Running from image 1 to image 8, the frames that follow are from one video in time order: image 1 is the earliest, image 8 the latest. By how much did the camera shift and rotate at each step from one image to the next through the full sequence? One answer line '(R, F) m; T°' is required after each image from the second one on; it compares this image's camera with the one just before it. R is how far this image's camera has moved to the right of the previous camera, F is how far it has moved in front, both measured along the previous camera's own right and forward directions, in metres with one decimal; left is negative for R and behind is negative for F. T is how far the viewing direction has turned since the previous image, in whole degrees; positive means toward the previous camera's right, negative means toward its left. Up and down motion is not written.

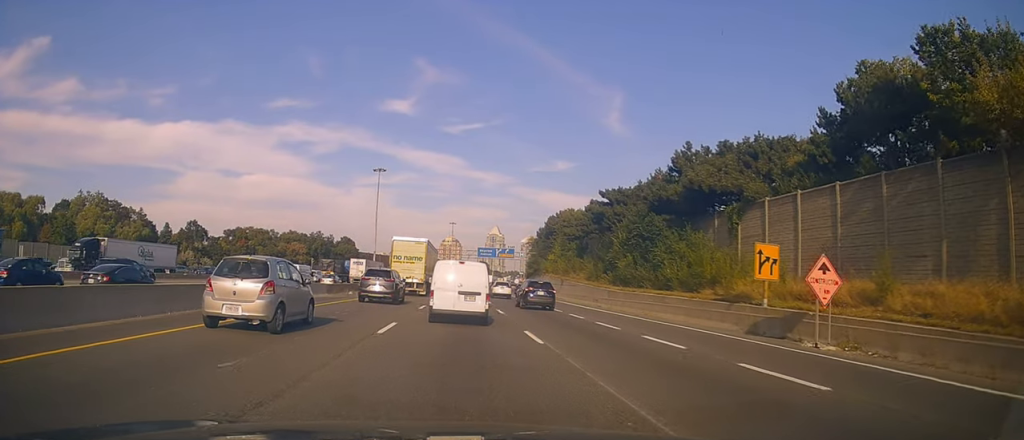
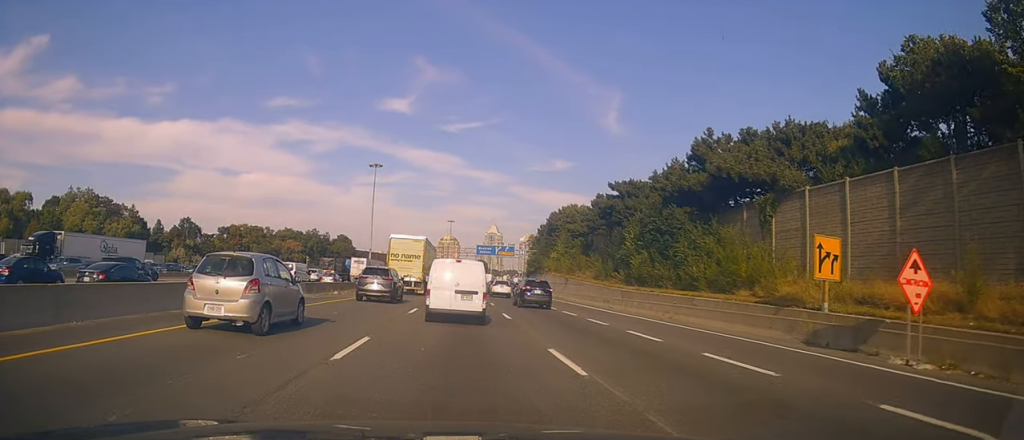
(-0.2, +5.1) m; -2°
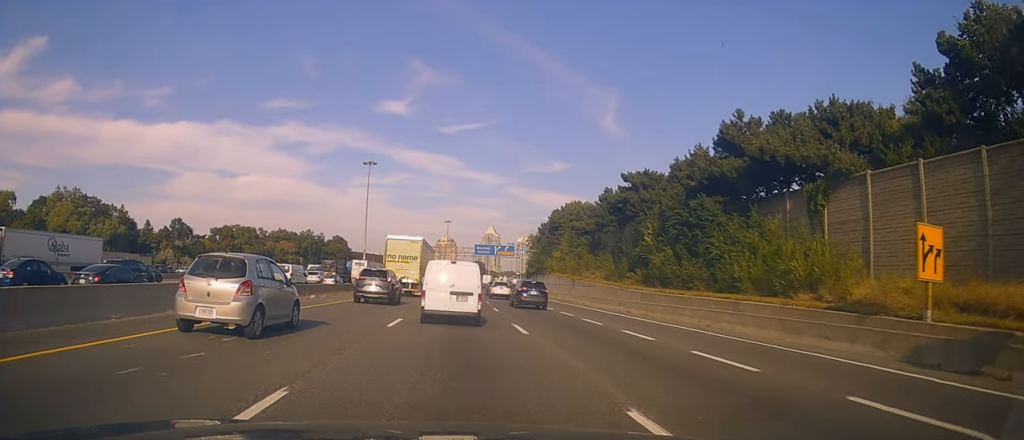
(-0.1, +5.9) m; -1°
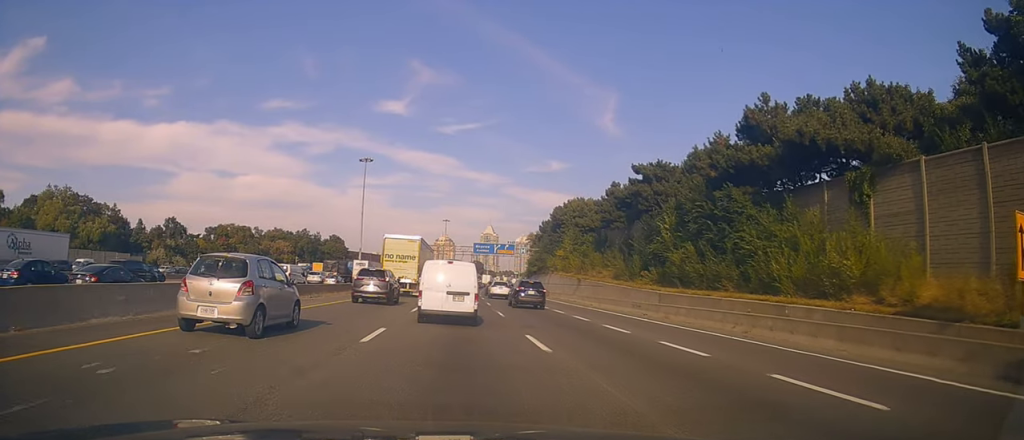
(0.0, +3.9) m; 0°
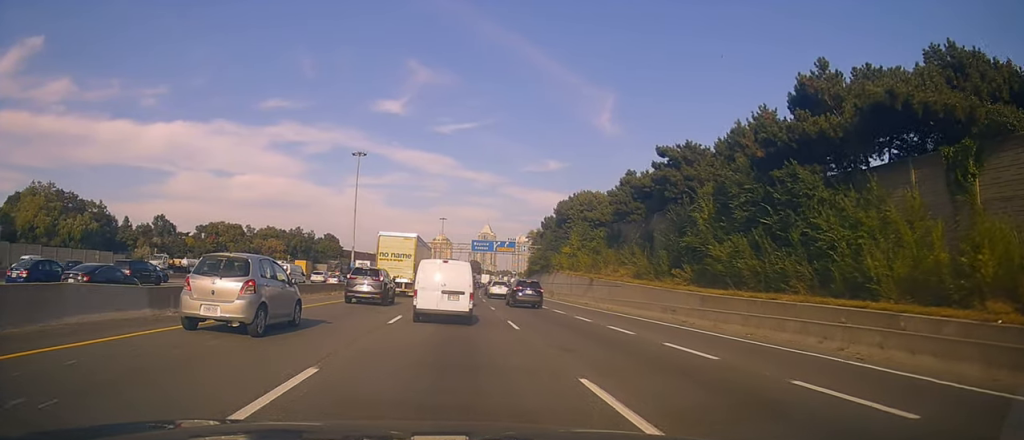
(0.0, +6.5) m; +2°
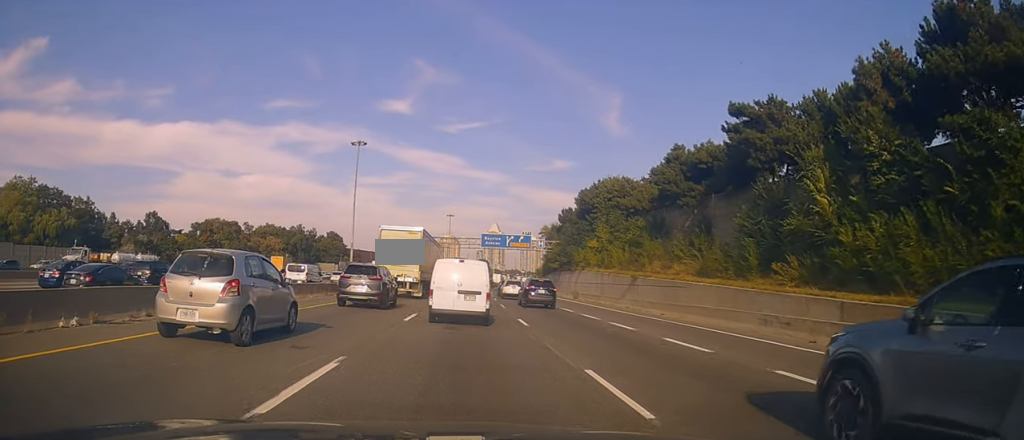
(0.0, +10.7) m; -1°
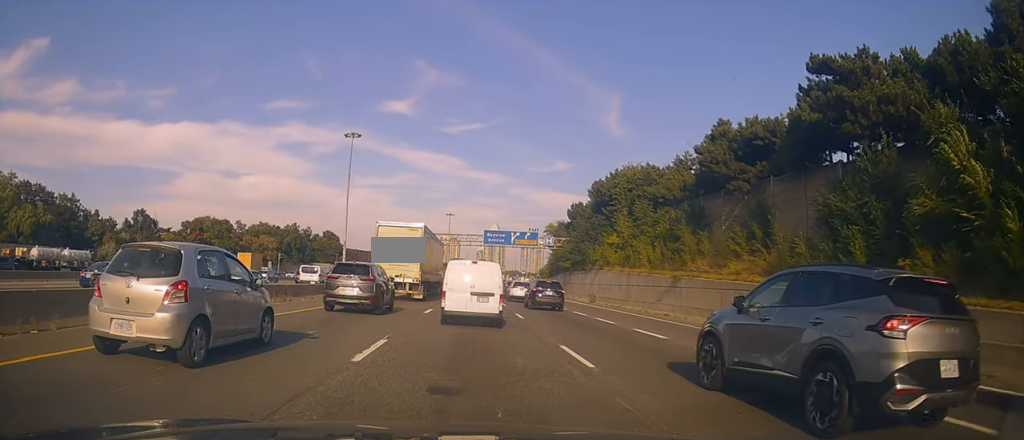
(-0.1, +8.7) m; -2°
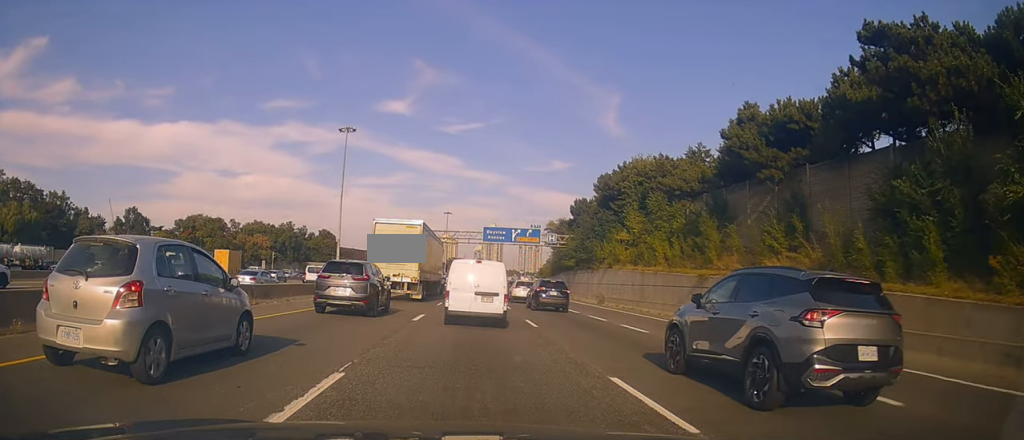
(-0.2, +4.3) m; +4°
